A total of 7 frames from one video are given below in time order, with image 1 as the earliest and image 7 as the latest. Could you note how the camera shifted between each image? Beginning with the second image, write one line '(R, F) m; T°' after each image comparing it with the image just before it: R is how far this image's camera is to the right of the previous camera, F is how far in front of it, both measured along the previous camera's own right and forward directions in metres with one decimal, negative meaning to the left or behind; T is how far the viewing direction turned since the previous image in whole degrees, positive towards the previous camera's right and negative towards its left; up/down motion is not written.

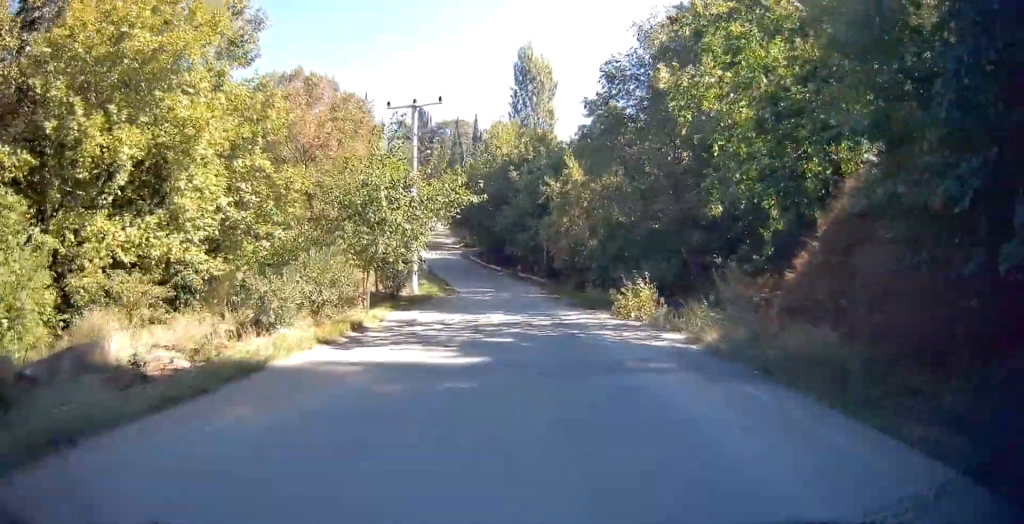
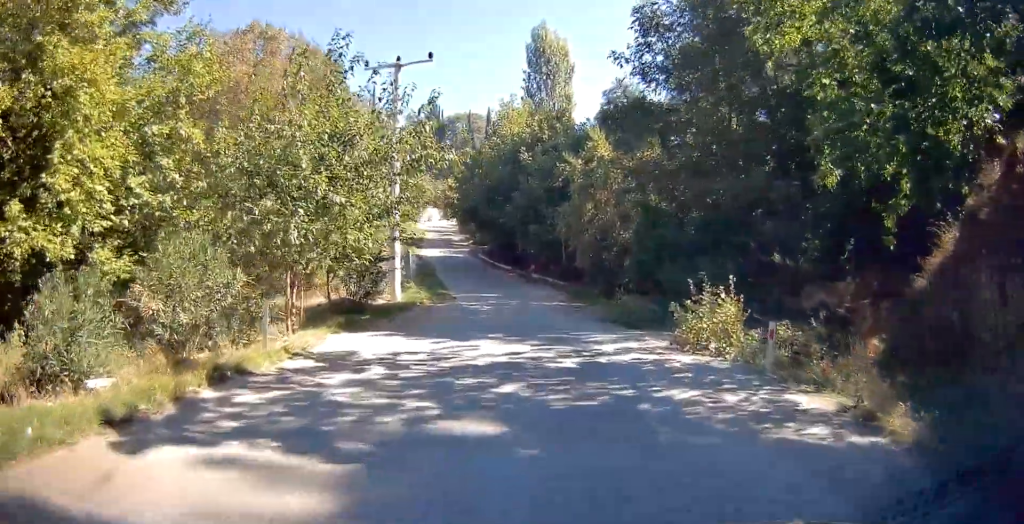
(0.0, +6.5) m; -2°
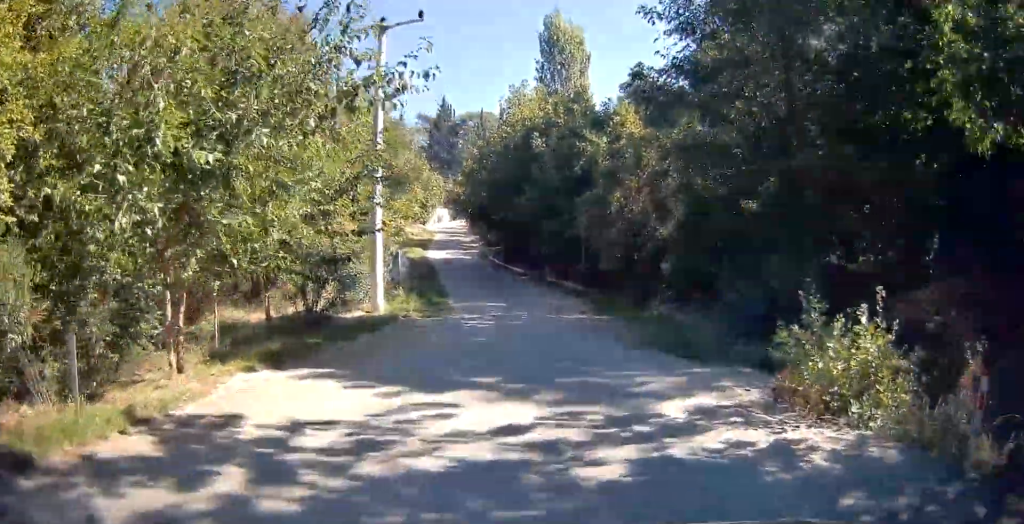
(0.0, +4.5) m; -2°
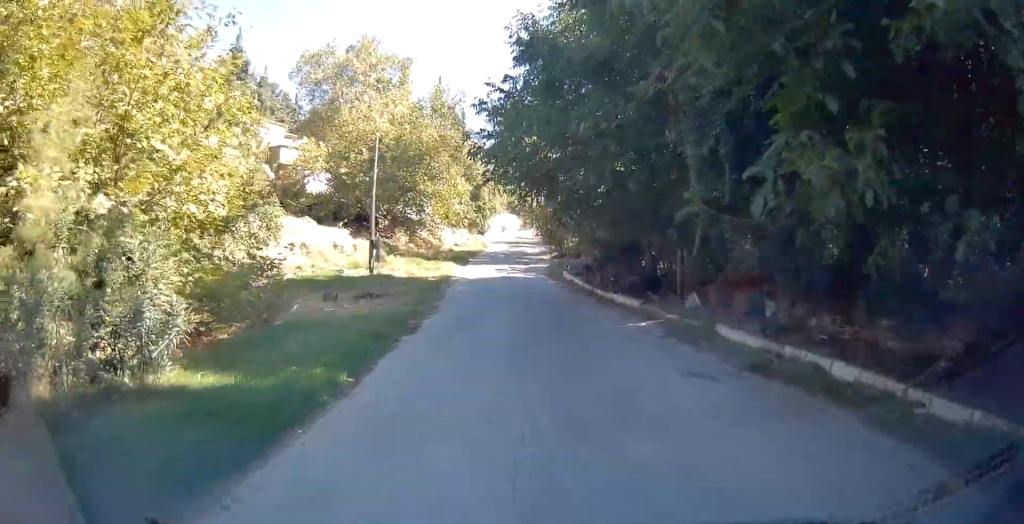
(-2.1, +22.0) m; -10°
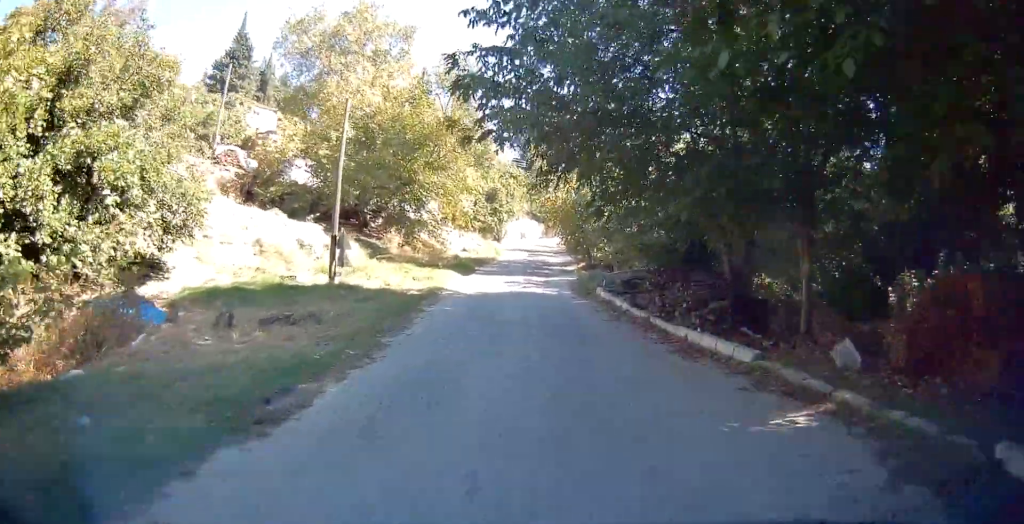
(-0.1, +7.7) m; 0°
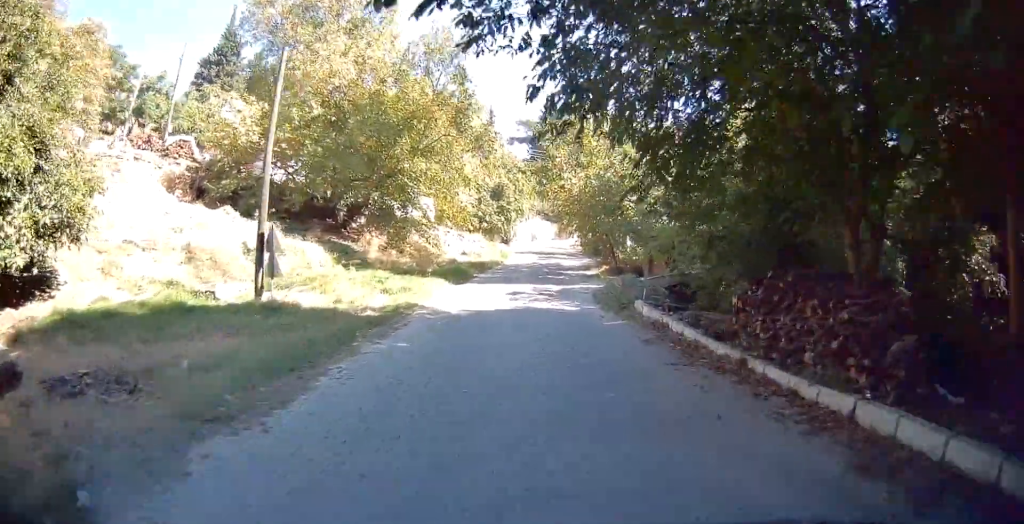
(+0.2, +6.0) m; 0°
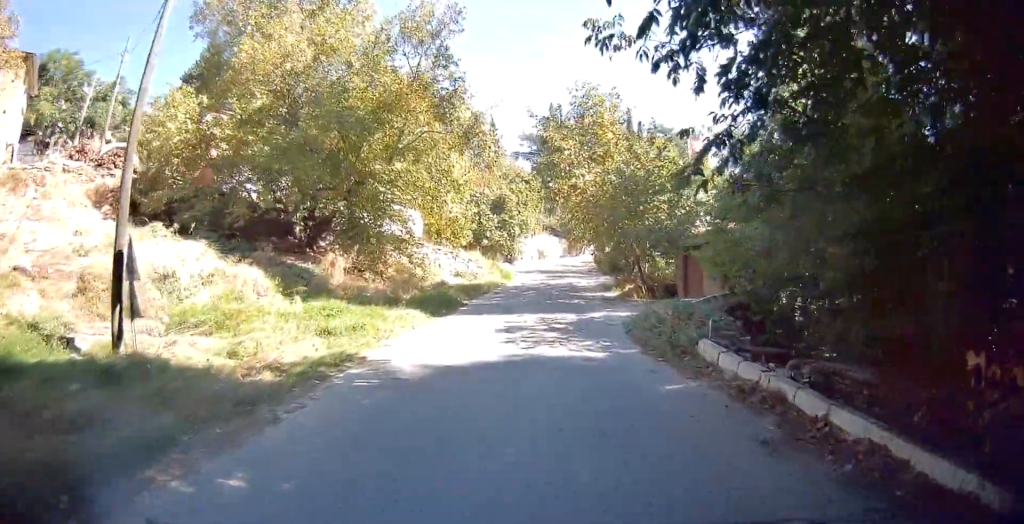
(-0.1, +5.4) m; 0°
